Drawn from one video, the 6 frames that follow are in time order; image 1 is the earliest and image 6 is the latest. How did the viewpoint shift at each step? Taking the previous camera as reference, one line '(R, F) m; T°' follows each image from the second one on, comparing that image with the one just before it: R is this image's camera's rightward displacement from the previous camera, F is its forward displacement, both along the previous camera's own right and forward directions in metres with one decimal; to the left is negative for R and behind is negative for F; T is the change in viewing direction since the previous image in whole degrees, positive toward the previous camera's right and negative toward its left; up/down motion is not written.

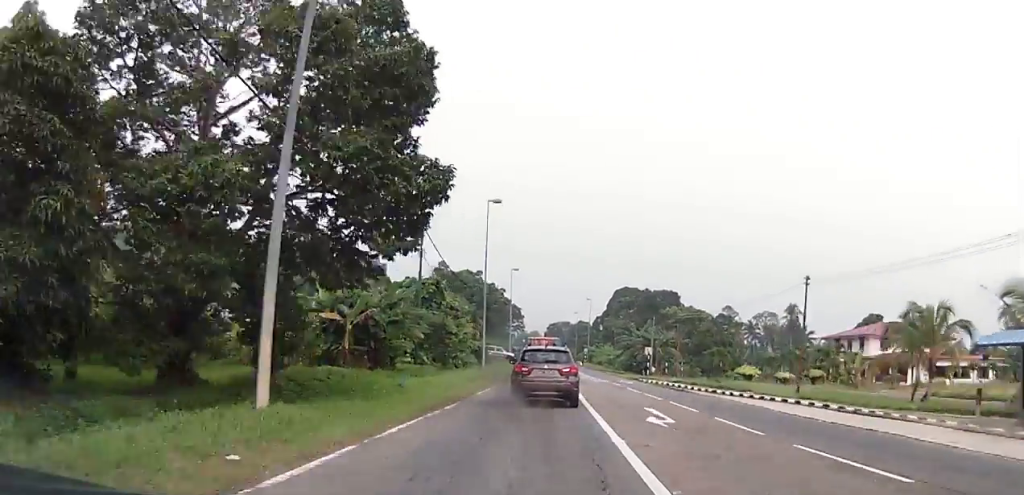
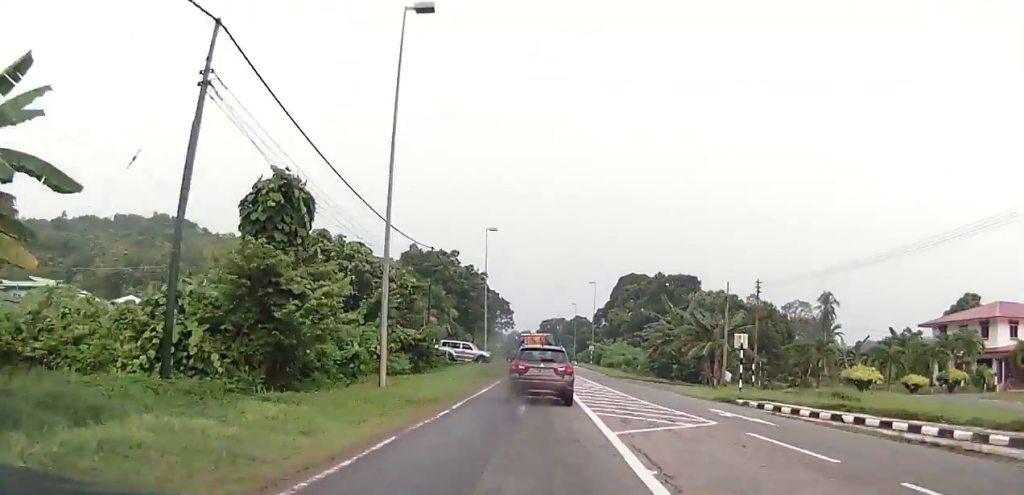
(0.0, +29.1) m; 0°
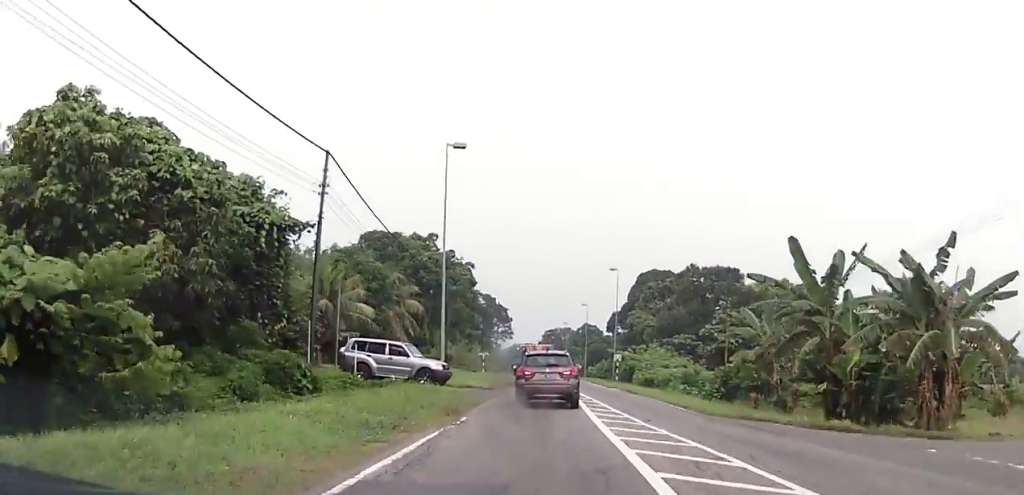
(0.0, +27.8) m; -2°
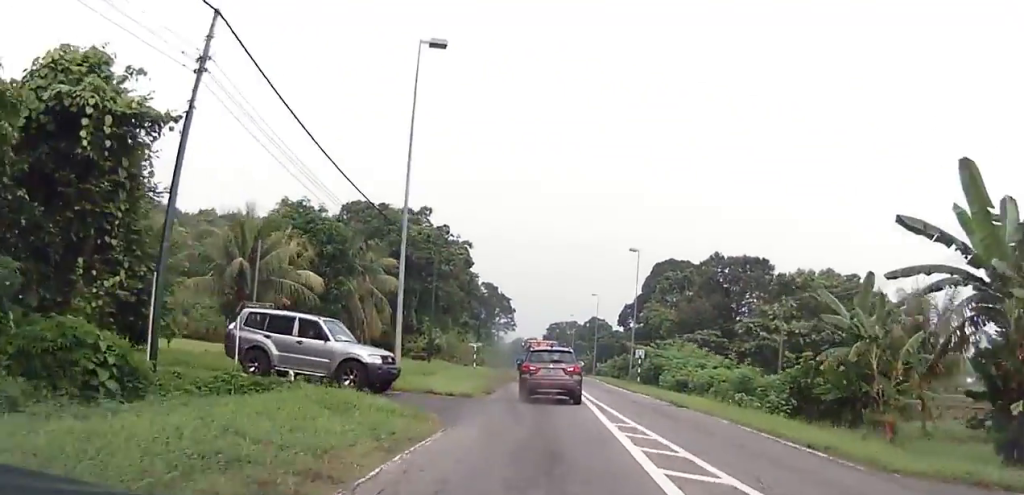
(-0.3, +11.5) m; -2°
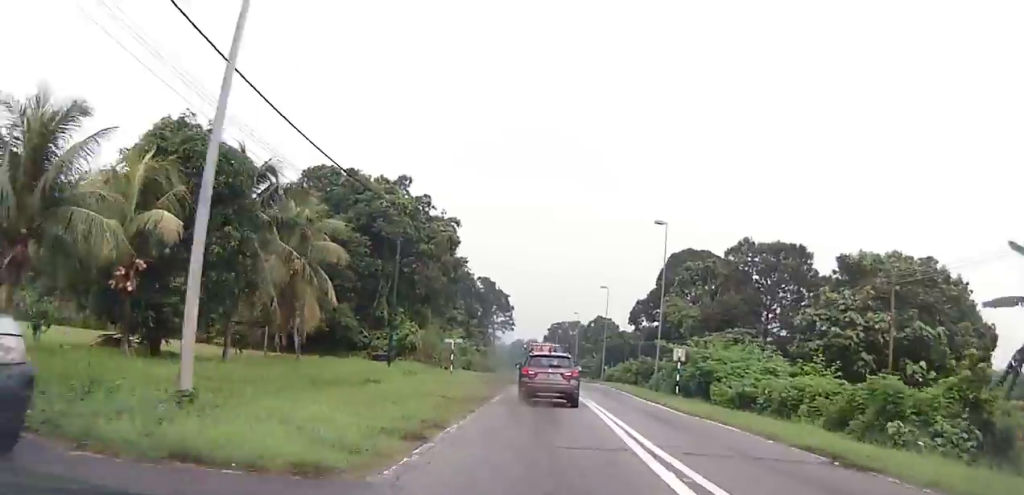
(-0.1, +13.9) m; +2°
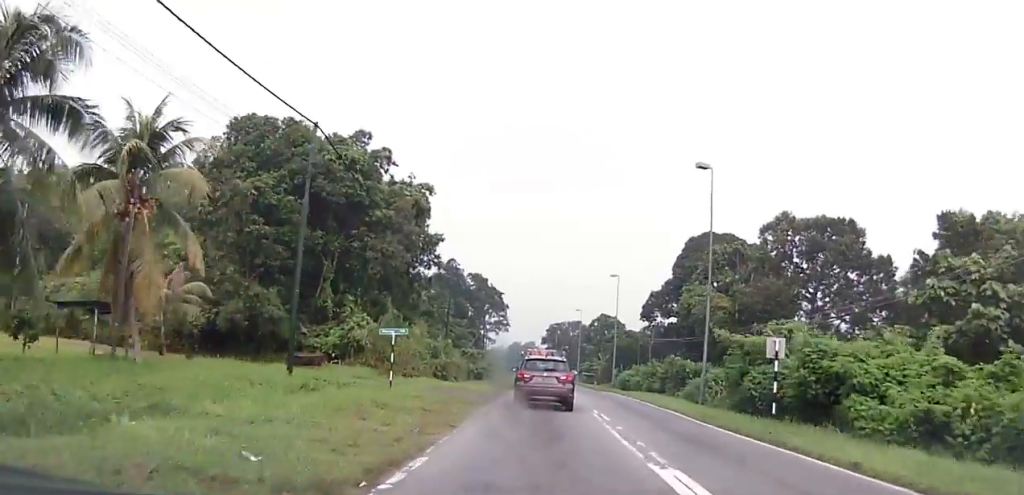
(+0.7, +15.0) m; +2°
